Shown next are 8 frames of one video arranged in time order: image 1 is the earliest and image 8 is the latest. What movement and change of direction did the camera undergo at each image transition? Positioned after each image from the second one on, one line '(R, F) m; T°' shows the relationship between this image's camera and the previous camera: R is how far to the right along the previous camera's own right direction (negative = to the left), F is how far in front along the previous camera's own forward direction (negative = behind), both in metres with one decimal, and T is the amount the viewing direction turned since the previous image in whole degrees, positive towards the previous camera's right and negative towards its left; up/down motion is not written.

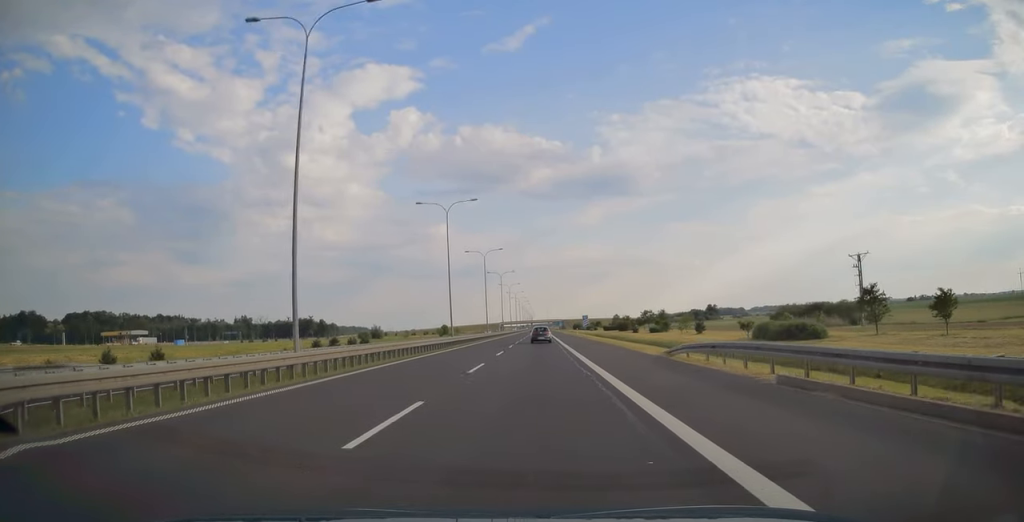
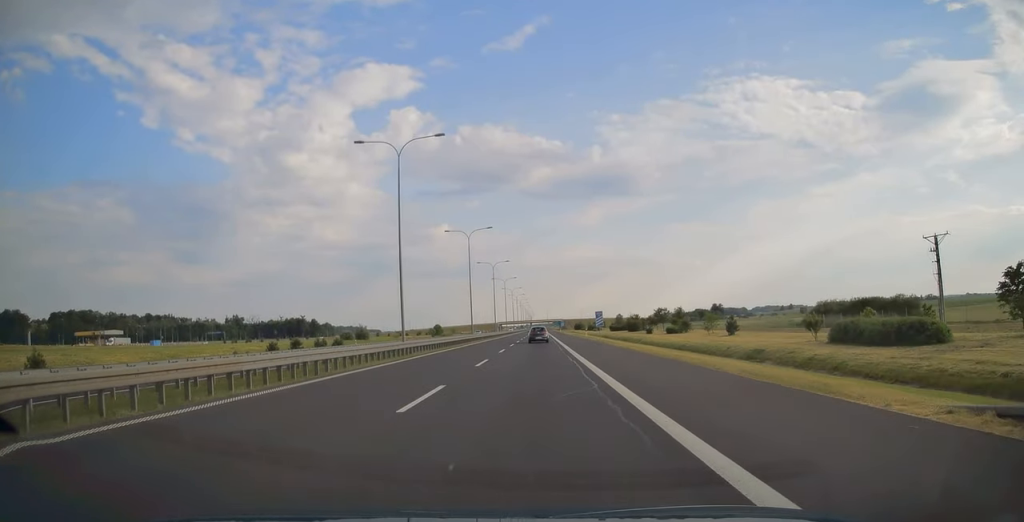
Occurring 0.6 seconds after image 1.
(0.0, +20.7) m; 0°
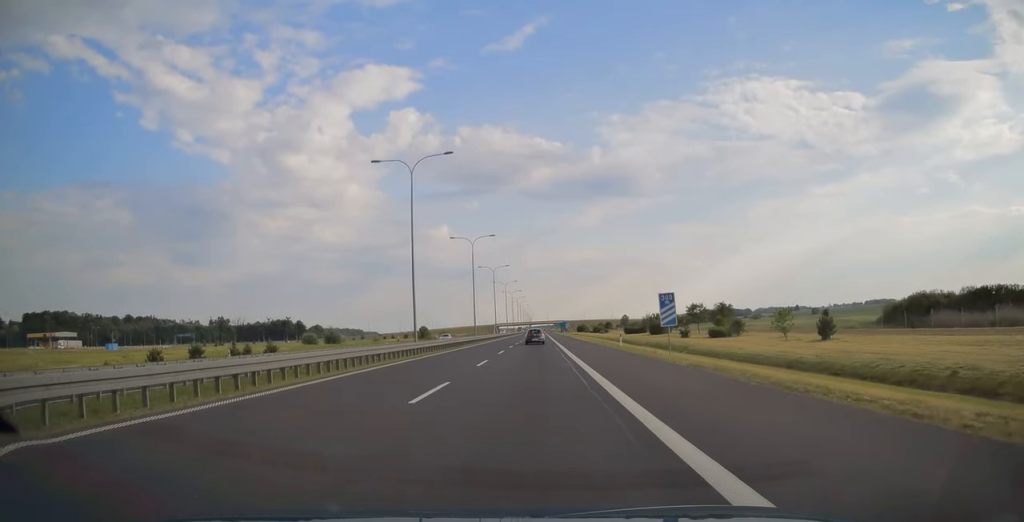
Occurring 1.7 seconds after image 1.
(+0.1, +34.3) m; 0°
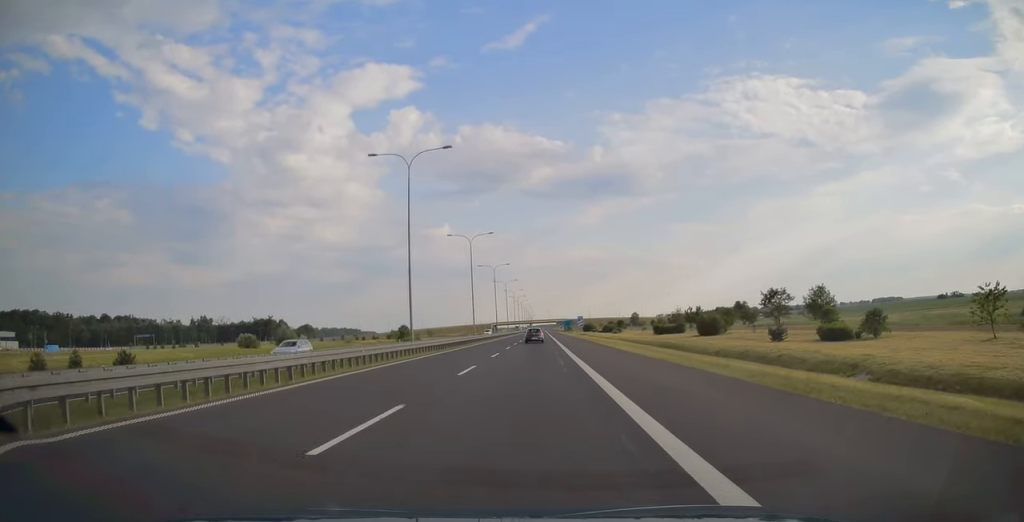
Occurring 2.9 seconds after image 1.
(0.0, +40.3) m; 0°
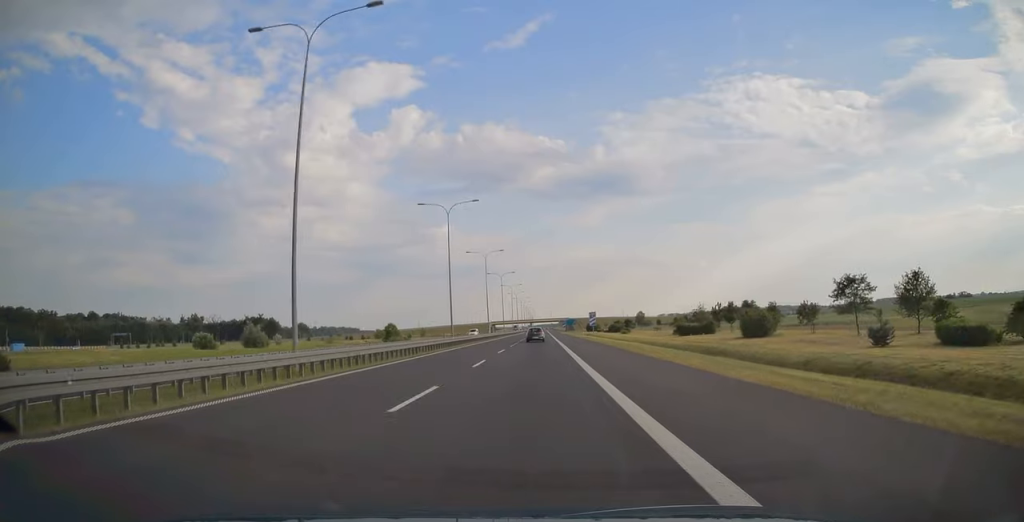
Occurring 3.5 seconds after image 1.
(0.0, +20.2) m; 0°
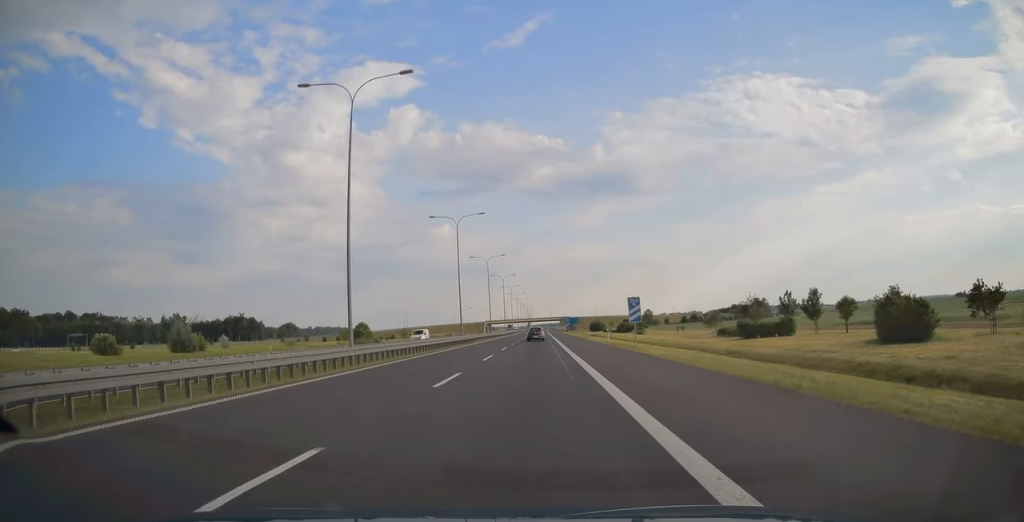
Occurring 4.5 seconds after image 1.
(0.0, +31.6) m; 0°
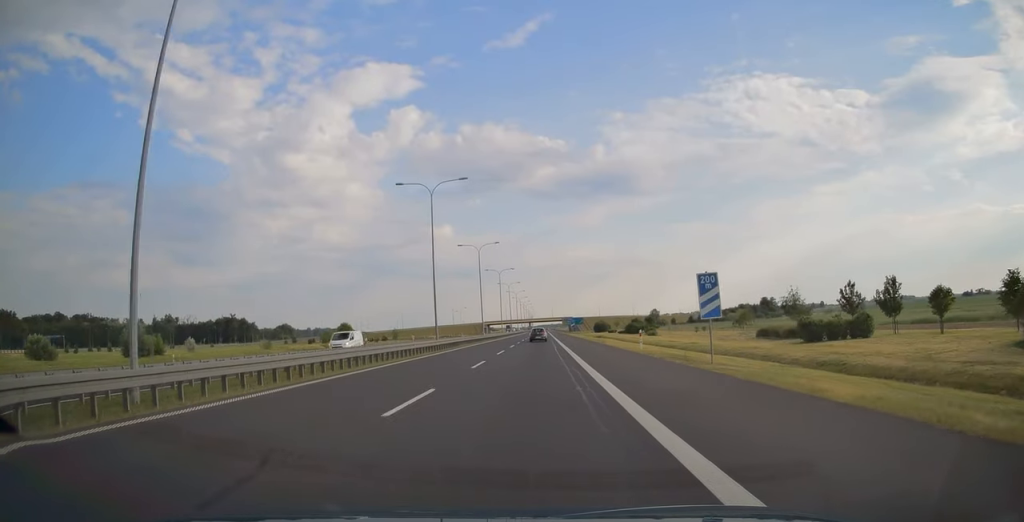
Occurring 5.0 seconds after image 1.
(-0.1, +16.4) m; 0°
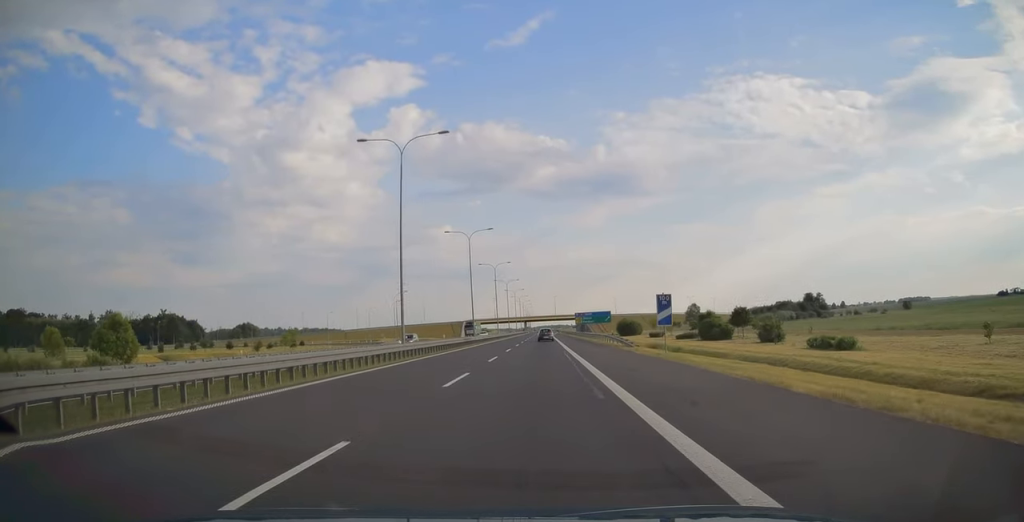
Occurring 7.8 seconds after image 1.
(0.0, +89.9) m; 0°
